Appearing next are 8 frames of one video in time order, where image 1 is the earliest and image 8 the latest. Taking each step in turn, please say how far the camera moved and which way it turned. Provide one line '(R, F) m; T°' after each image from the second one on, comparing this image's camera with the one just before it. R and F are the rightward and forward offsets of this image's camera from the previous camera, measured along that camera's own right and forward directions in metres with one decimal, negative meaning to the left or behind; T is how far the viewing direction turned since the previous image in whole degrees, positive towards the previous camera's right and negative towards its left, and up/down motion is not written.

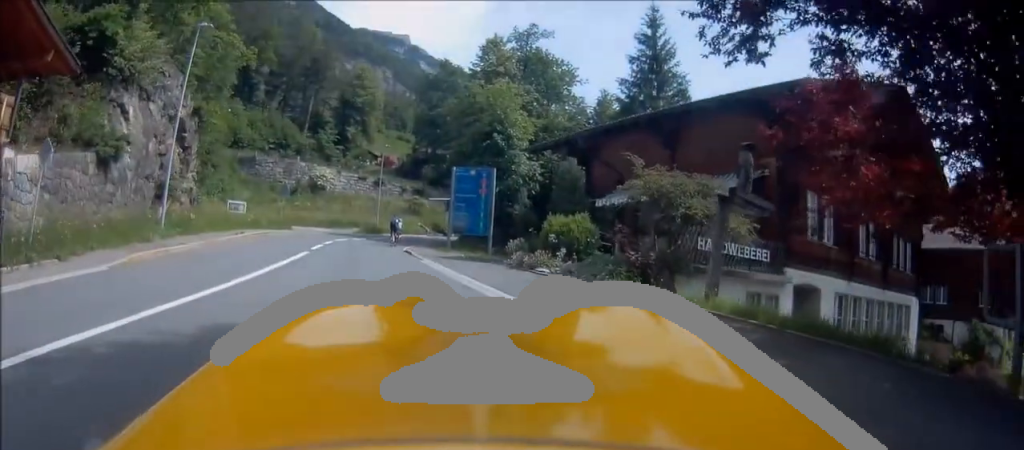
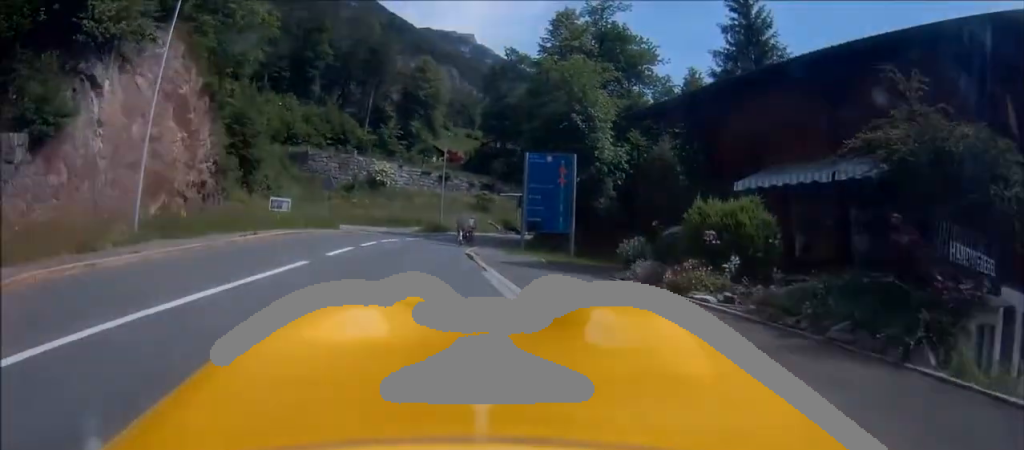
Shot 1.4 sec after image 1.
(-0.8, +5.4) m; -18°
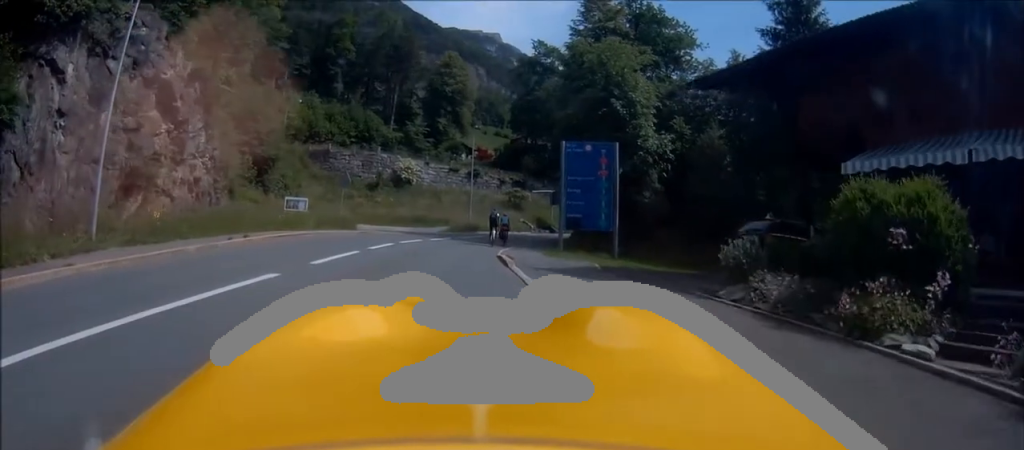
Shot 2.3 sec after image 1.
(-0.2, +3.1) m; -2°
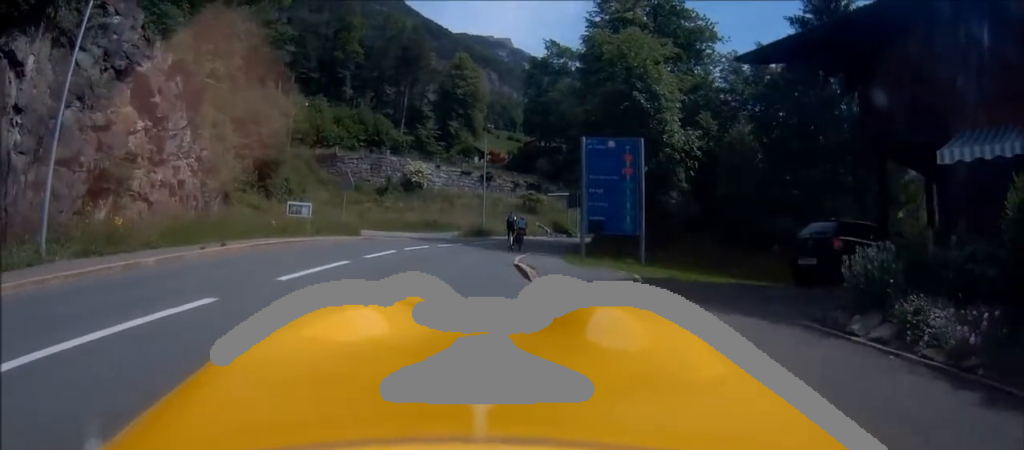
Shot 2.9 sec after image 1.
(0.0, +2.3) m; 0°
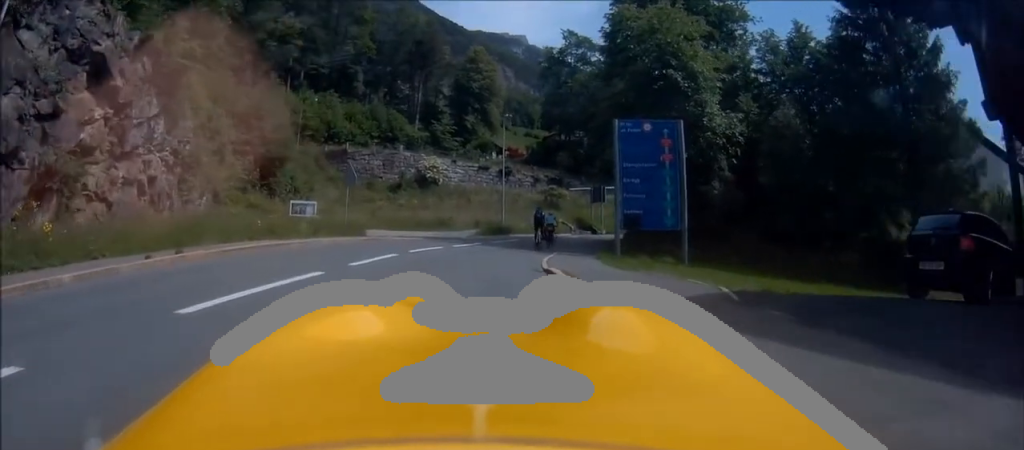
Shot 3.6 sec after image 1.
(0.0, +3.1) m; +1°
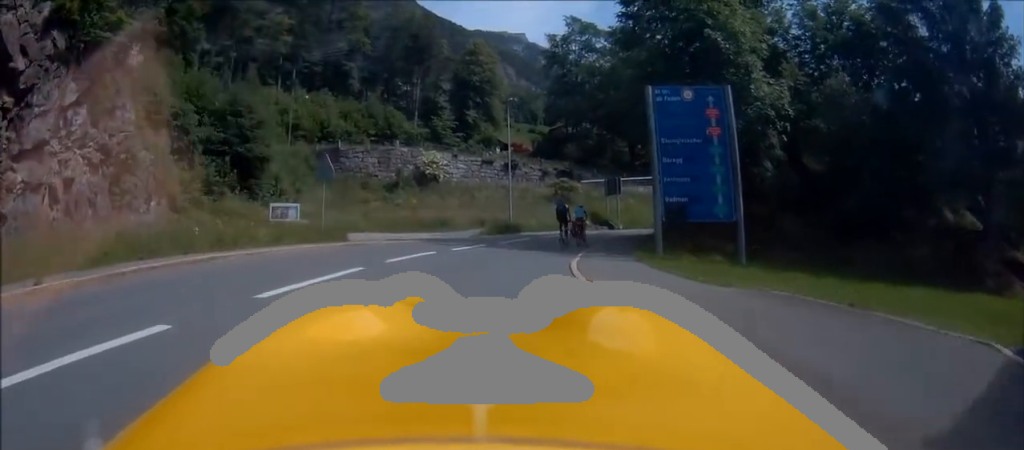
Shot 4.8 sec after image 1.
(+0.1, +4.8) m; +4°
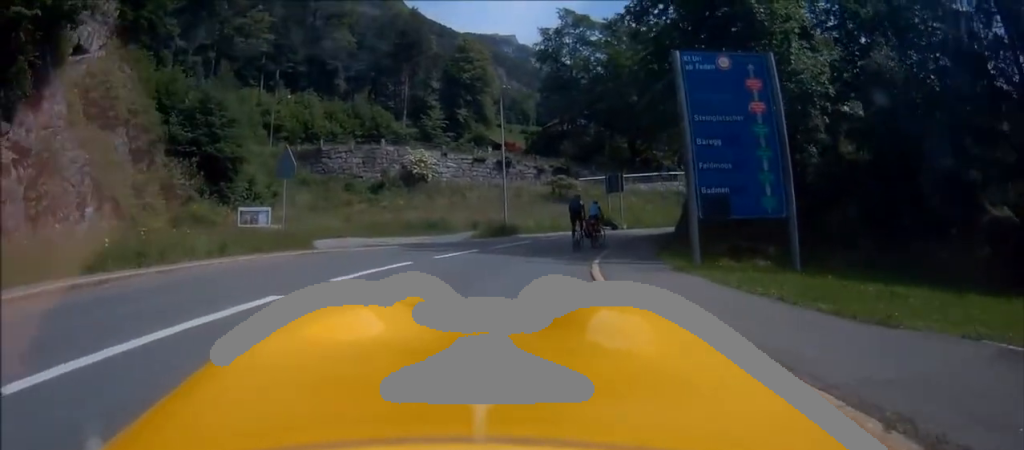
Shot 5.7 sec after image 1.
(+0.1, +3.8) m; +5°
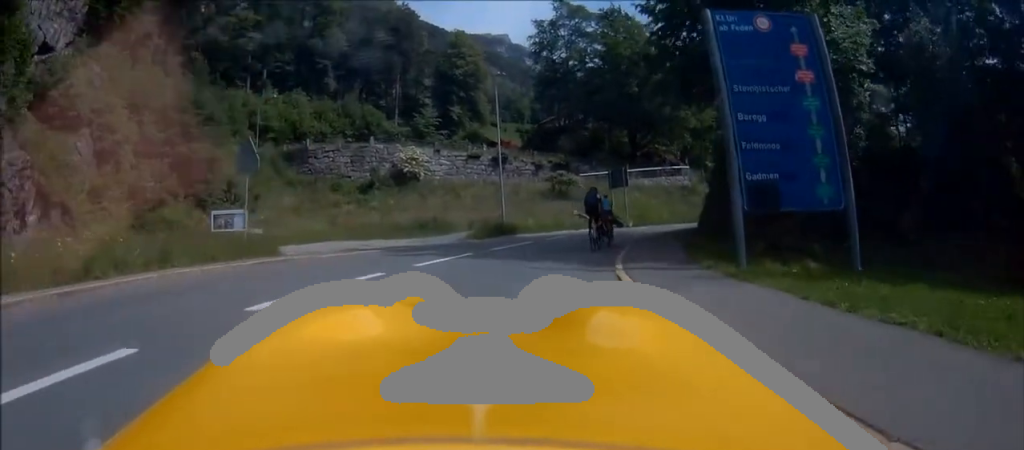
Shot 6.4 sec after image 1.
(+0.1, +2.9) m; +5°
